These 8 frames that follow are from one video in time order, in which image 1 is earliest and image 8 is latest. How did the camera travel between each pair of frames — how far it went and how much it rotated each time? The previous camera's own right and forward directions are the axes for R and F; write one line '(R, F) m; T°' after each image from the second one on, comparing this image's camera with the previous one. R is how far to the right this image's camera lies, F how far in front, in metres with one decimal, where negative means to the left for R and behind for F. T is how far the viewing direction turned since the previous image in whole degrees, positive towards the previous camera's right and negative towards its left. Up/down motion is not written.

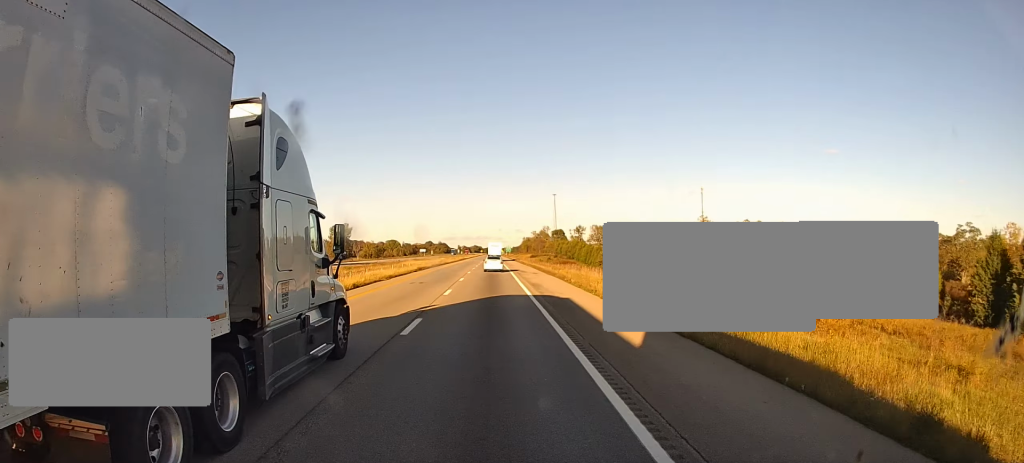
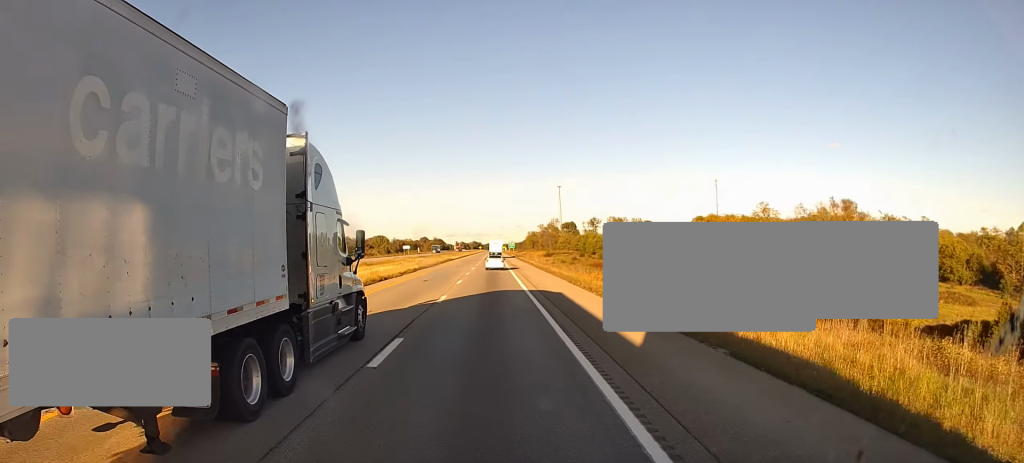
(-0.9, +63.9) m; -1°
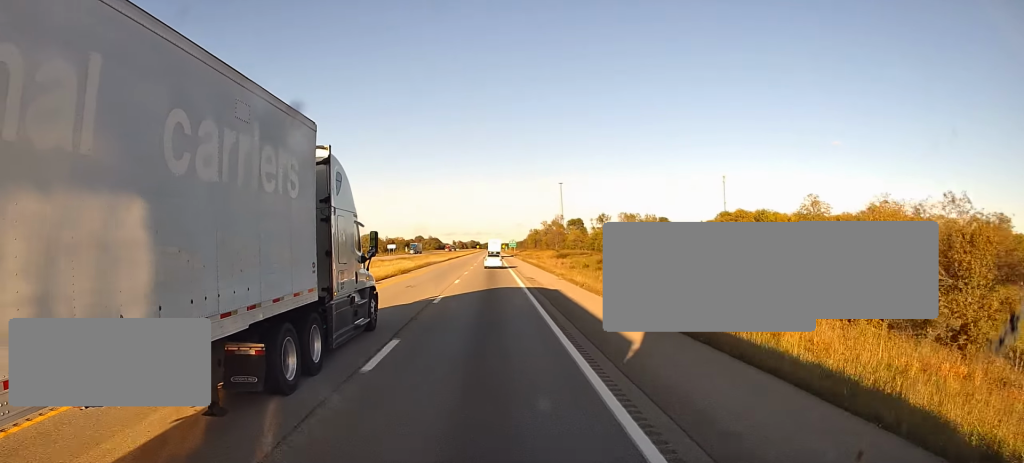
(+0.5, +36.3) m; +1°
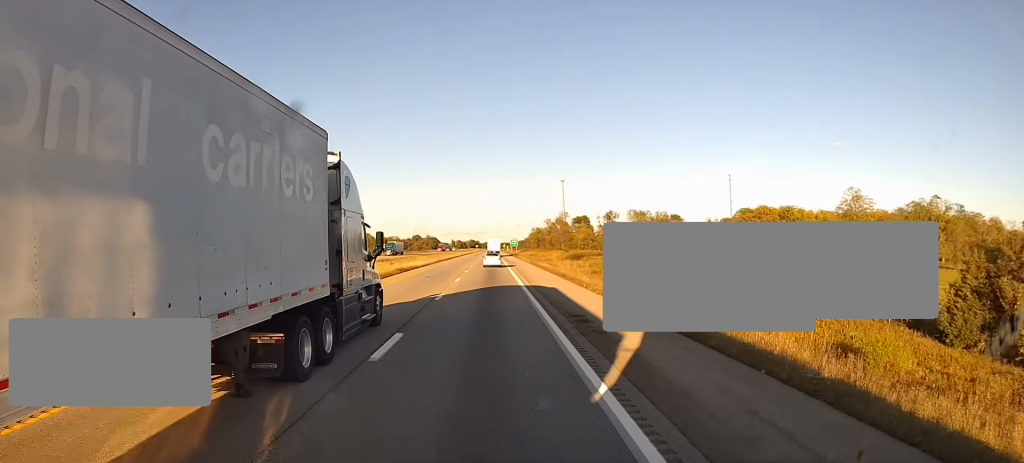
(-0.1, +23.0) m; 0°
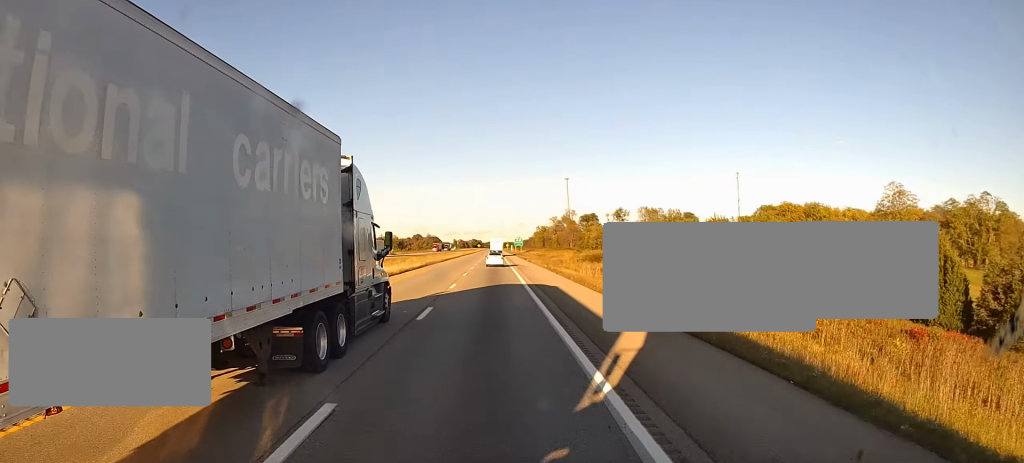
(-0.1, +18.2) m; 0°
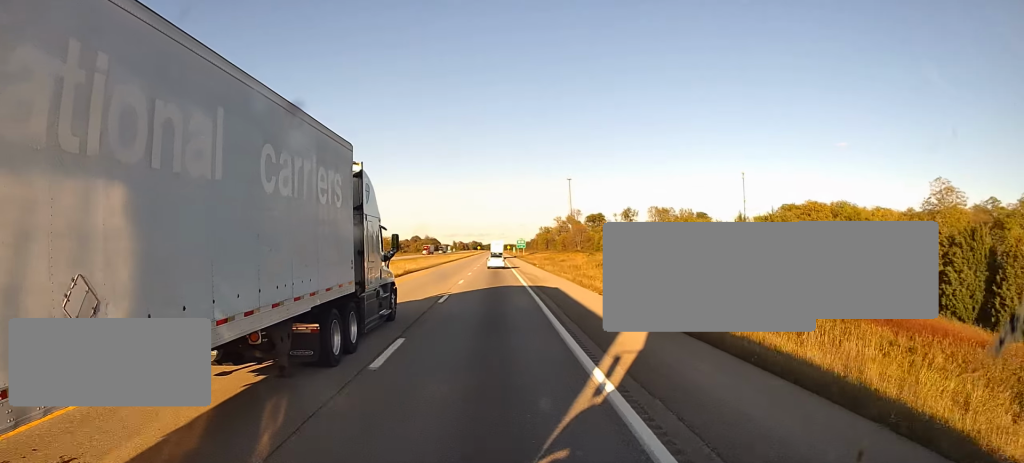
(0.0, +18.2) m; 0°
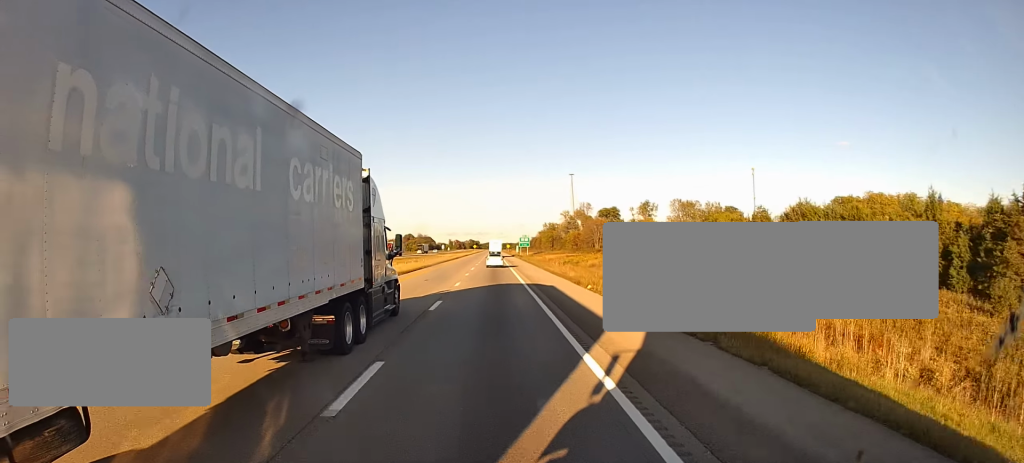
(+0.3, +38.7) m; +1°
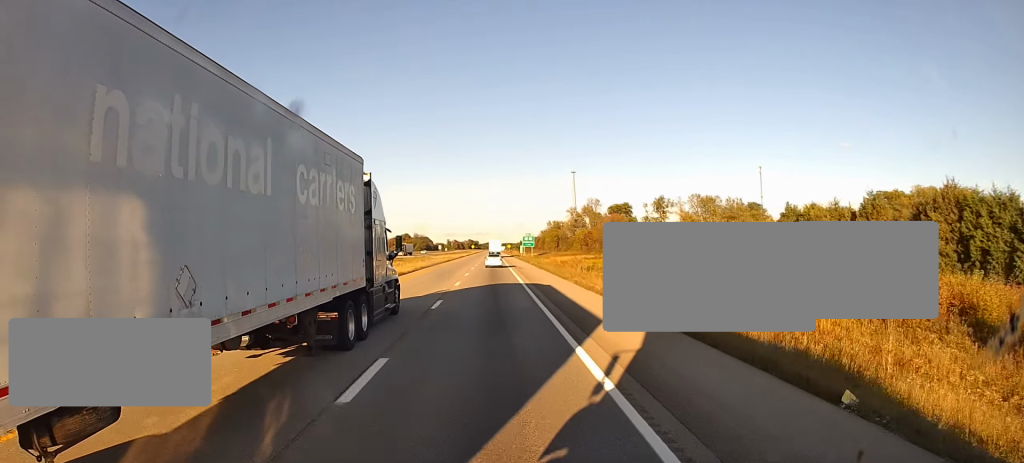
(0.0, +23.4) m; 0°
